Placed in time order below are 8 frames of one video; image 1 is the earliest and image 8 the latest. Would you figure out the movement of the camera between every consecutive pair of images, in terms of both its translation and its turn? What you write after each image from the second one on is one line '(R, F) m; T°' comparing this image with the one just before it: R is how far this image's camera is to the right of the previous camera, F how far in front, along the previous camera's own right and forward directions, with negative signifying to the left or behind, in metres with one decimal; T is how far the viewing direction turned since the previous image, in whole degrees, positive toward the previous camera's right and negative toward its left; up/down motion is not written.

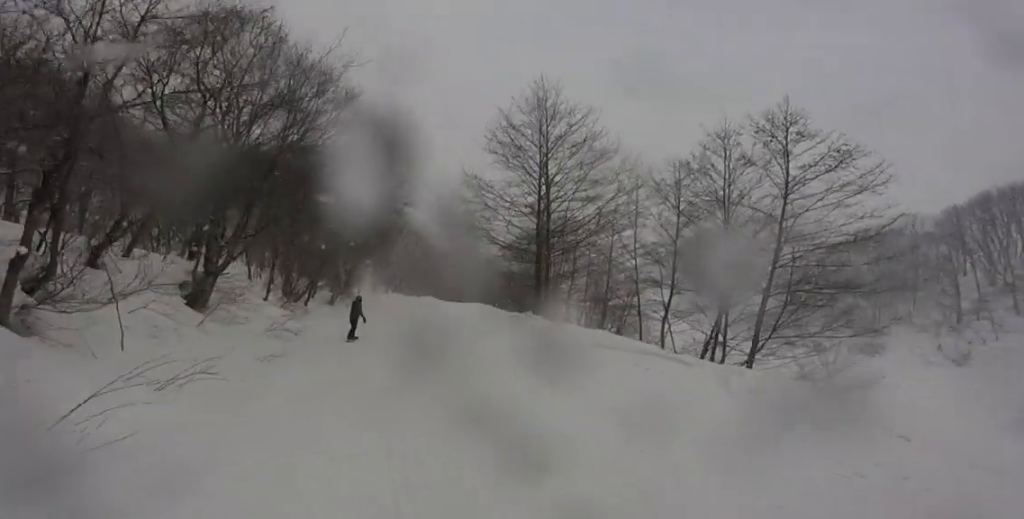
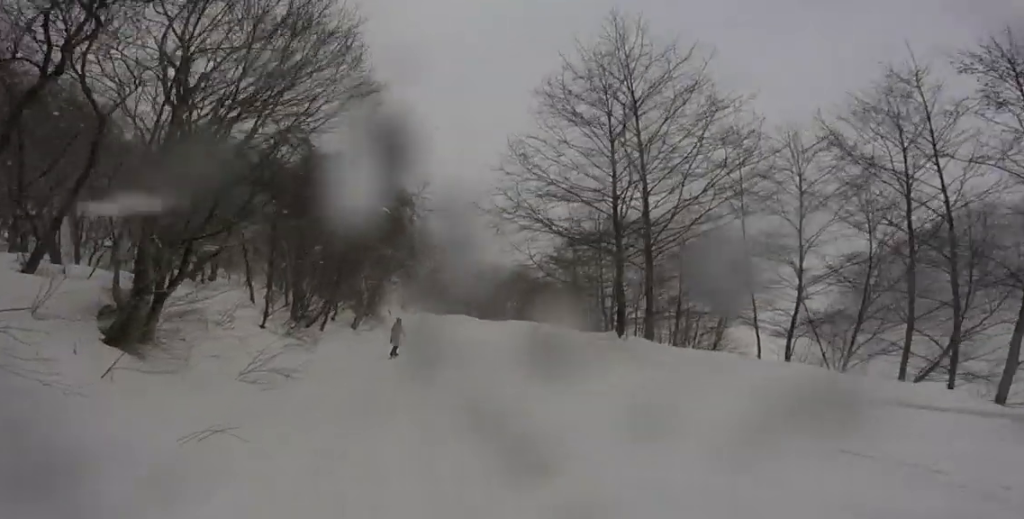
(0.0, +5.6) m; 0°
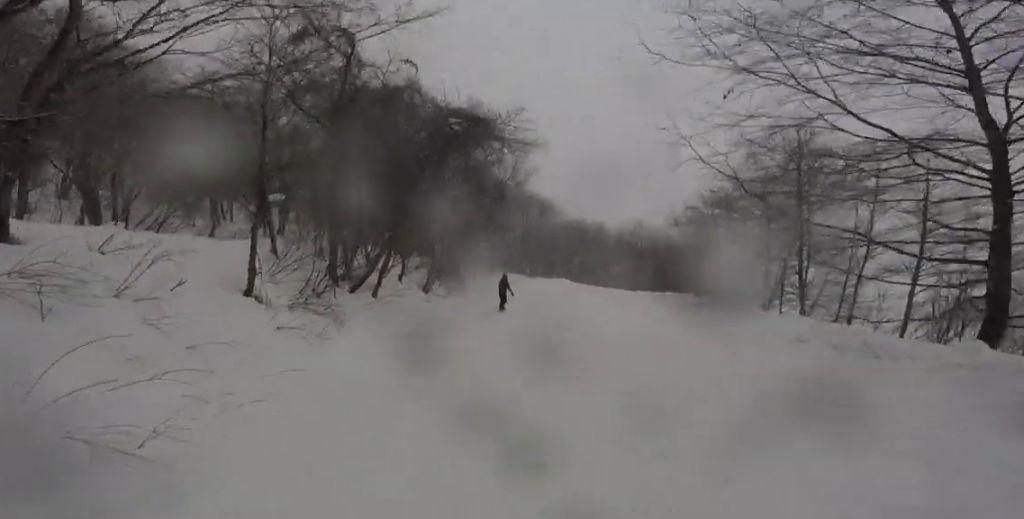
(0.0, +8.7) m; 0°
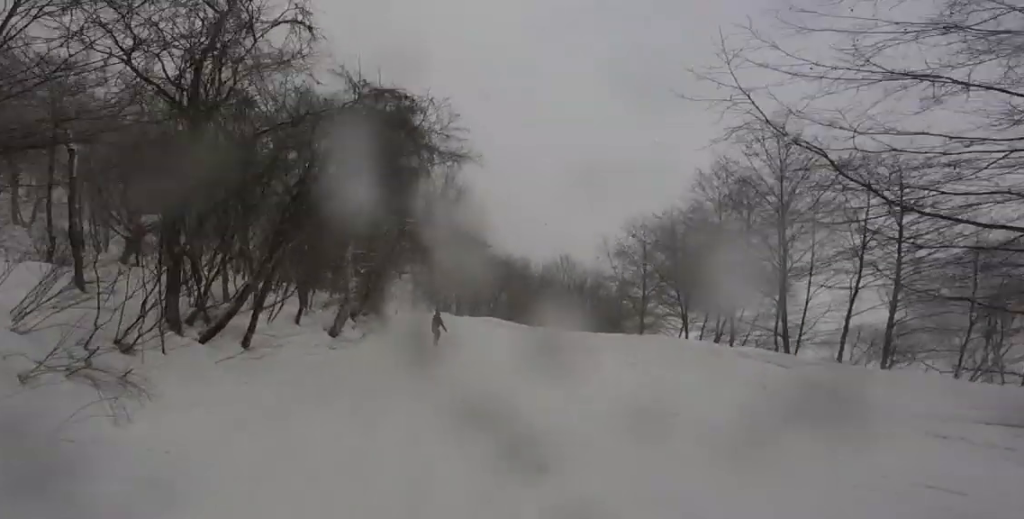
(0.0, +5.4) m; 0°
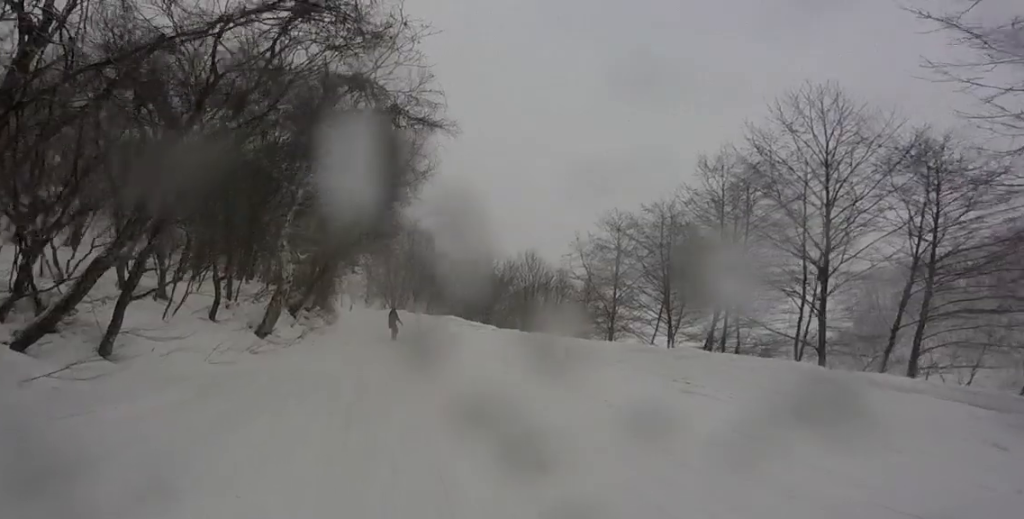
(0.0, +4.1) m; 0°
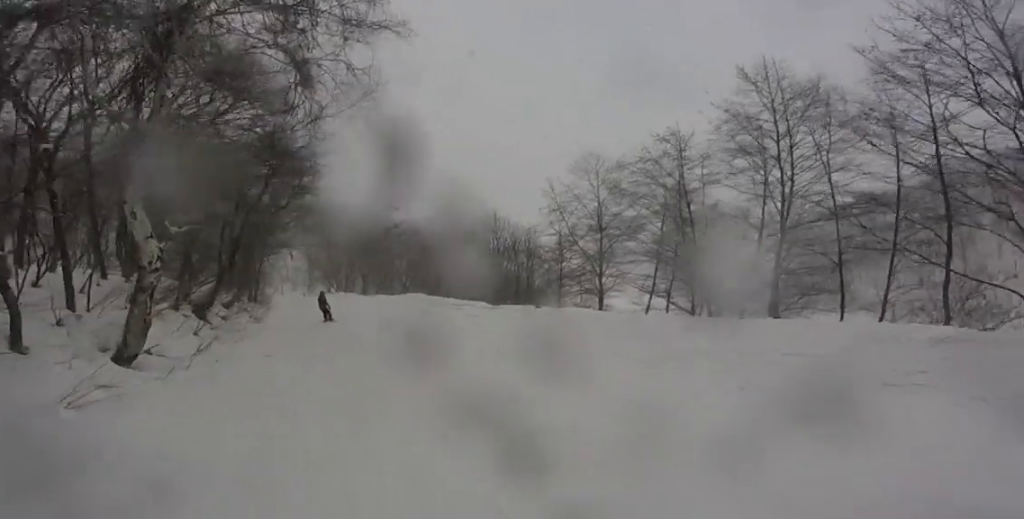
(0.0, +6.6) m; 0°
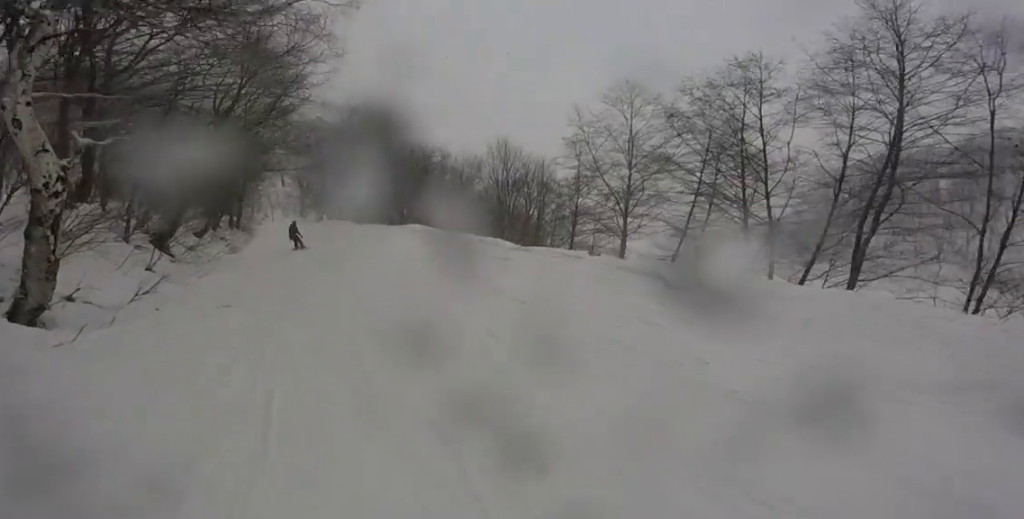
(0.0, +3.2) m; 0°
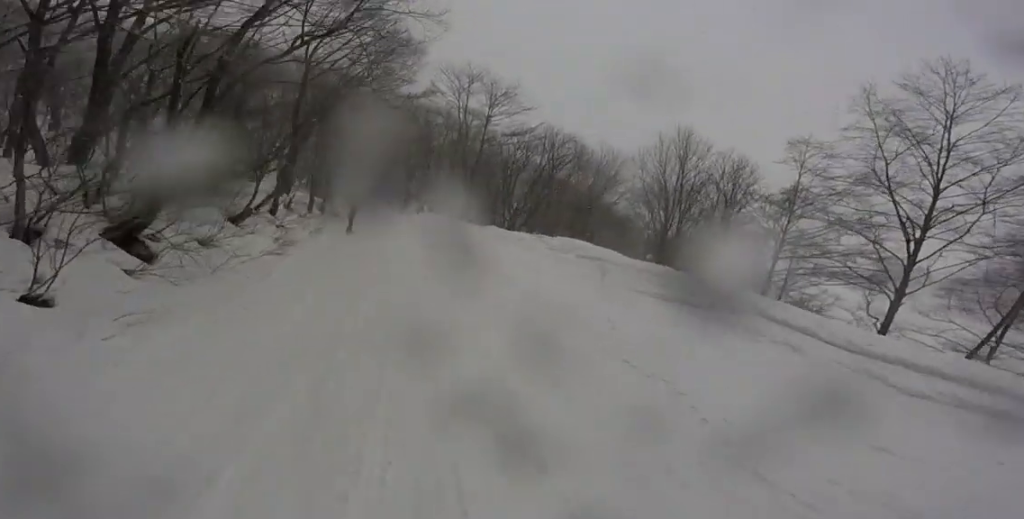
(0.0, +8.6) m; 0°
